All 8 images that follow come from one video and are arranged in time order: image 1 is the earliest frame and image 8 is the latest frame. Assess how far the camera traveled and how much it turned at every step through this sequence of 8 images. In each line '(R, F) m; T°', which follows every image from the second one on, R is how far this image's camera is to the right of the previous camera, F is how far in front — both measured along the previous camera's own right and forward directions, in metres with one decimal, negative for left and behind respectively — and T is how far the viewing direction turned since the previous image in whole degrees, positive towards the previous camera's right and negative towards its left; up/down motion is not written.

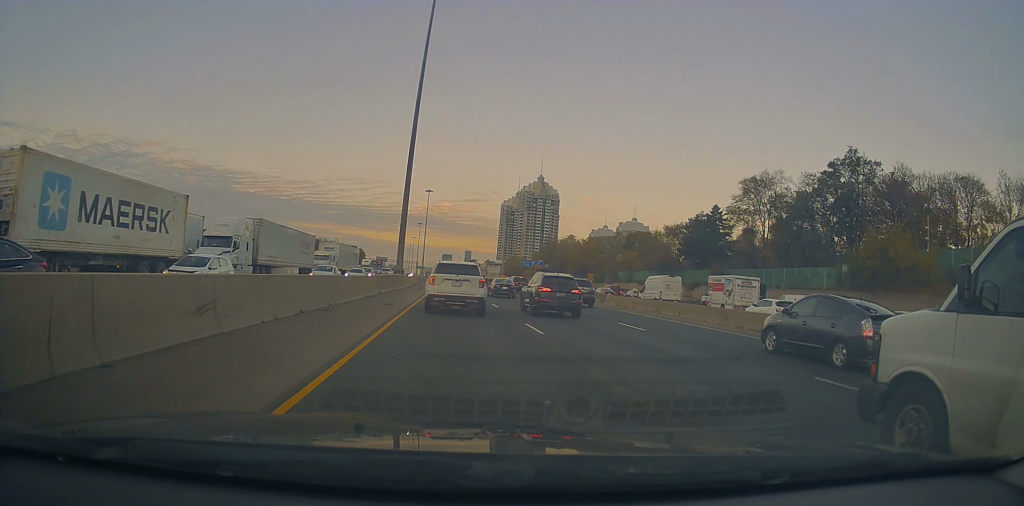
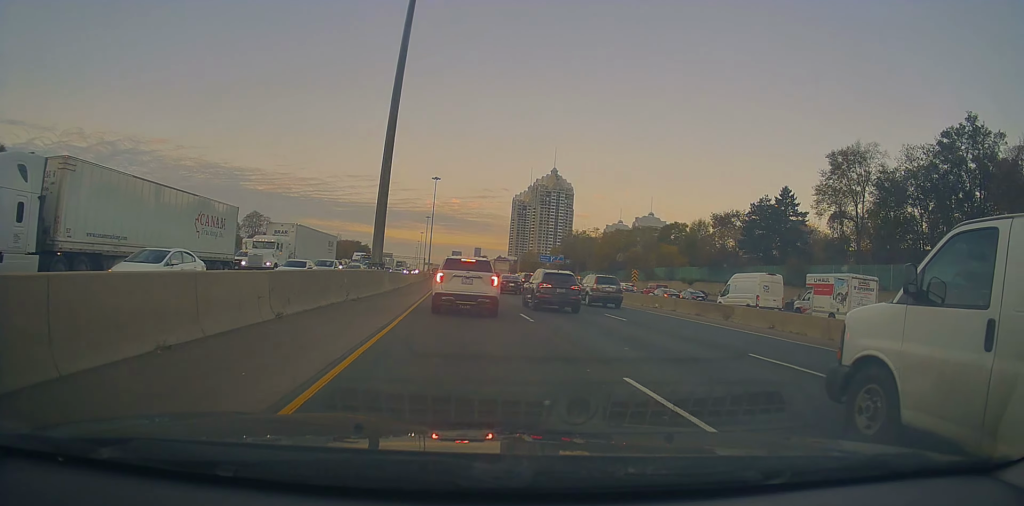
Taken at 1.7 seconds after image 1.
(+0.7, +20.8) m; 0°
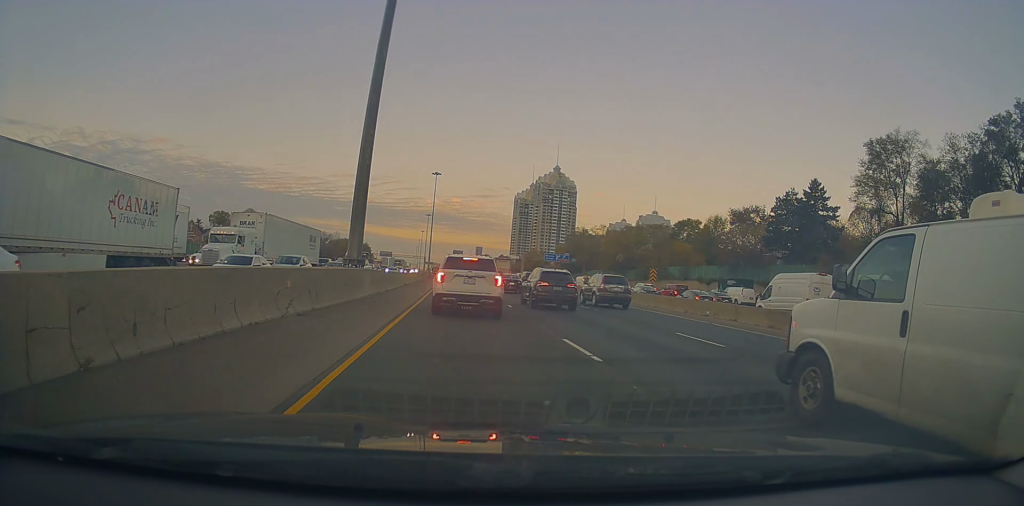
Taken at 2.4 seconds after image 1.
(-0.2, +7.4) m; -3°
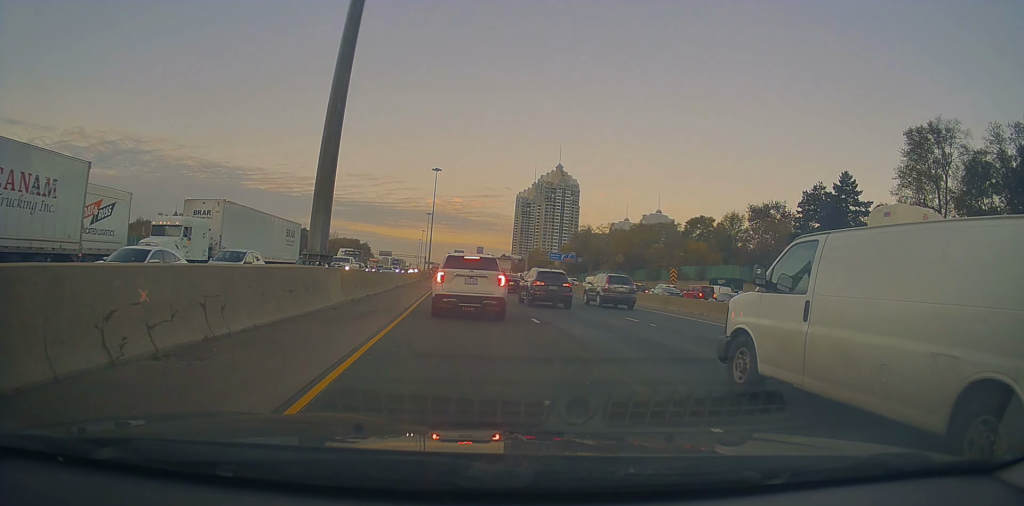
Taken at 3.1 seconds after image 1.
(-0.6, +7.1) m; -3°
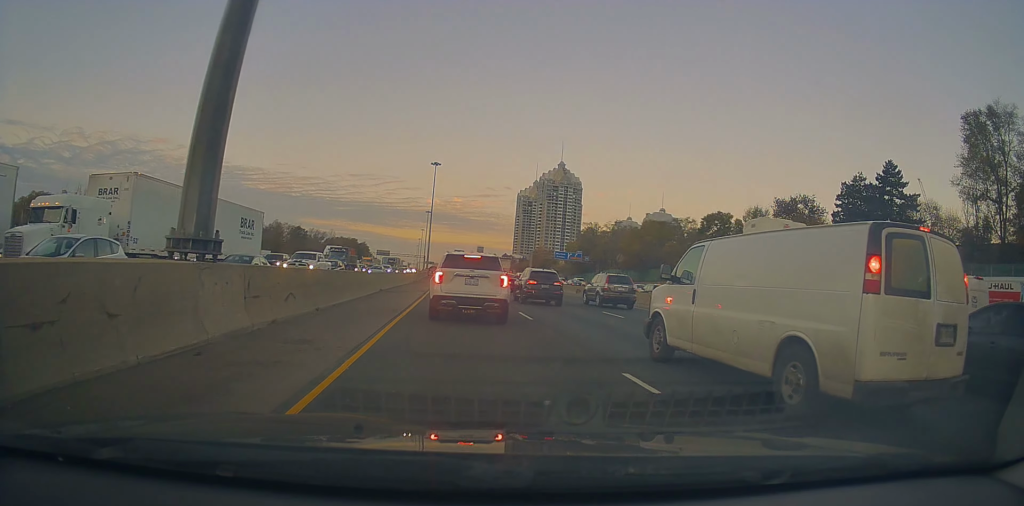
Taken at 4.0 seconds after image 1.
(+0.3, +8.9) m; +3°
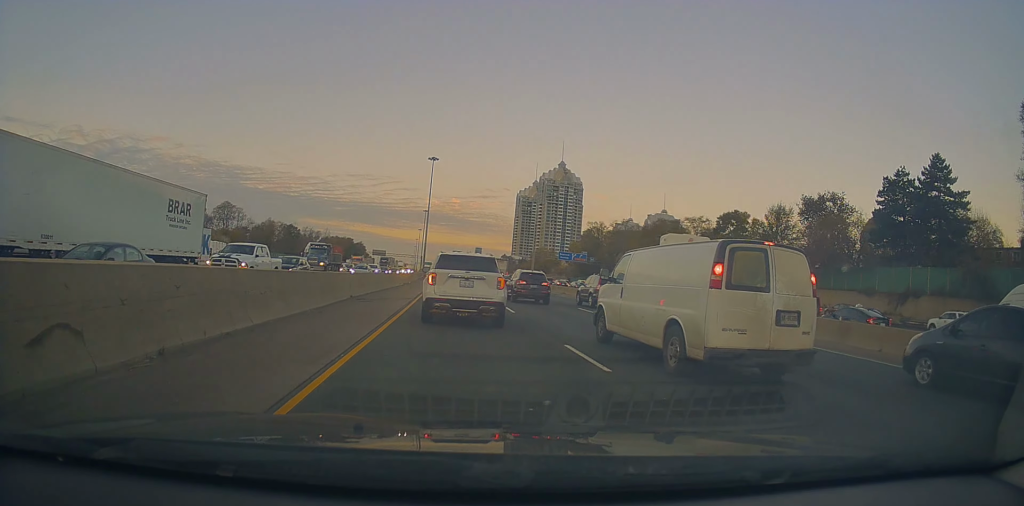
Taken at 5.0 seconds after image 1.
(+0.2, +8.4) m; +2°
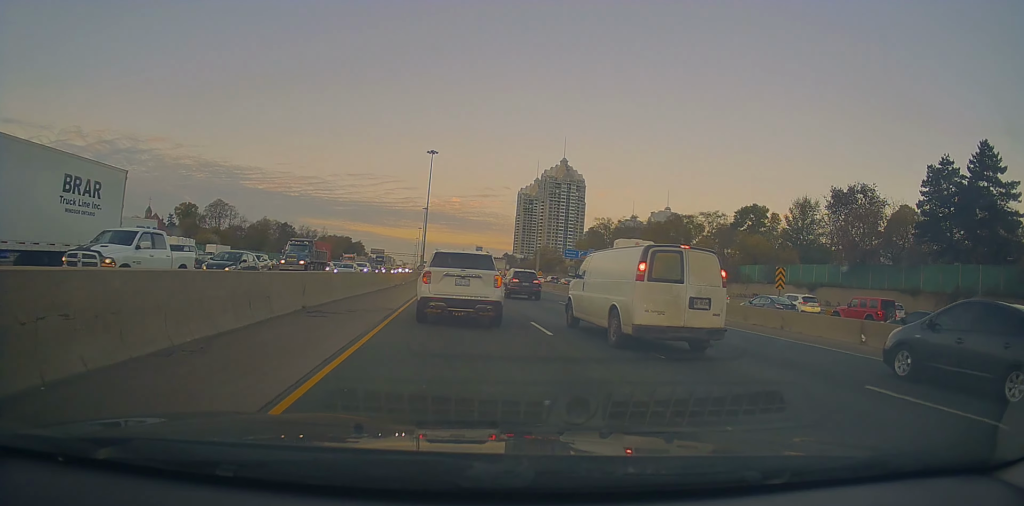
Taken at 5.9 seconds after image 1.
(0.0, +7.5) m; +1°
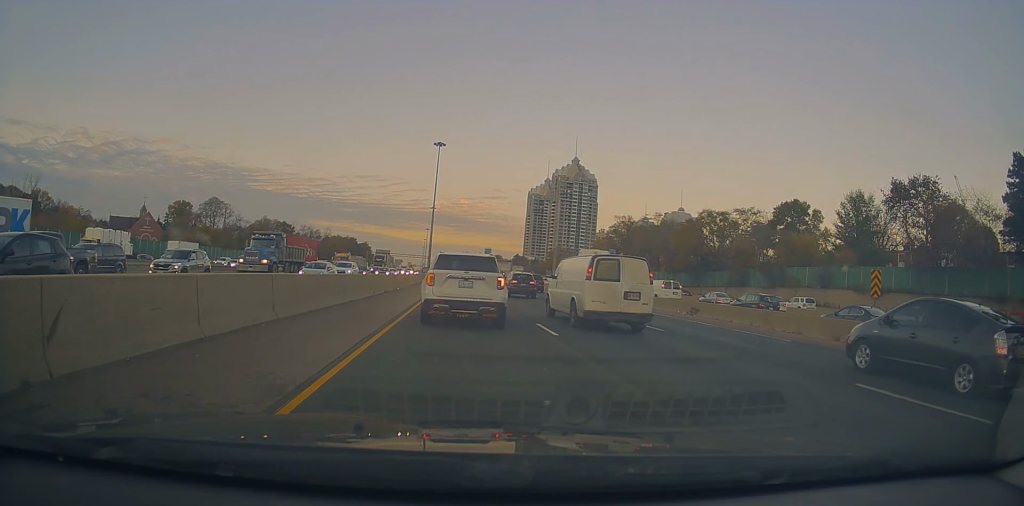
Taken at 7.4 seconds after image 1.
(+0.1, +11.2) m; -1°
